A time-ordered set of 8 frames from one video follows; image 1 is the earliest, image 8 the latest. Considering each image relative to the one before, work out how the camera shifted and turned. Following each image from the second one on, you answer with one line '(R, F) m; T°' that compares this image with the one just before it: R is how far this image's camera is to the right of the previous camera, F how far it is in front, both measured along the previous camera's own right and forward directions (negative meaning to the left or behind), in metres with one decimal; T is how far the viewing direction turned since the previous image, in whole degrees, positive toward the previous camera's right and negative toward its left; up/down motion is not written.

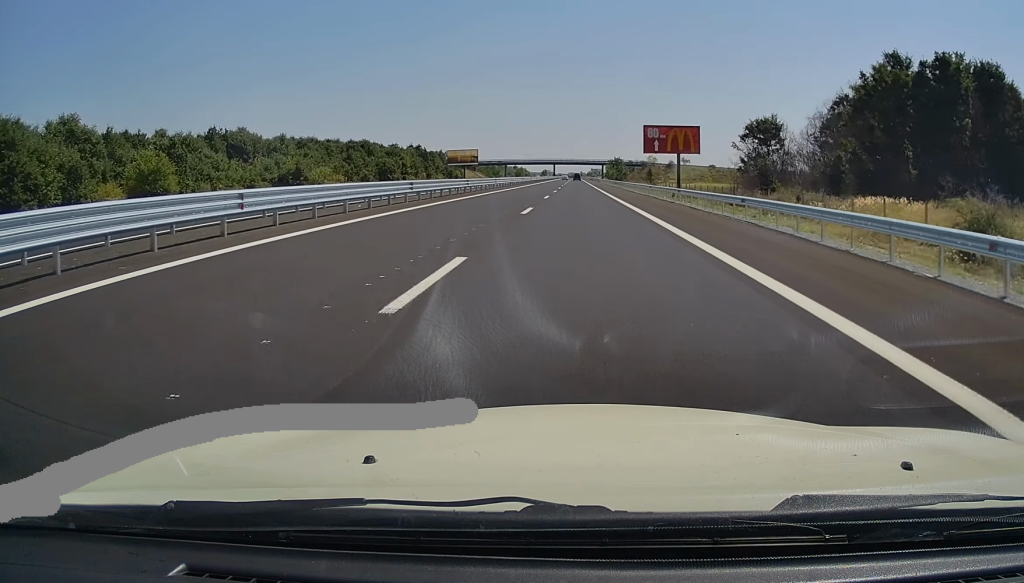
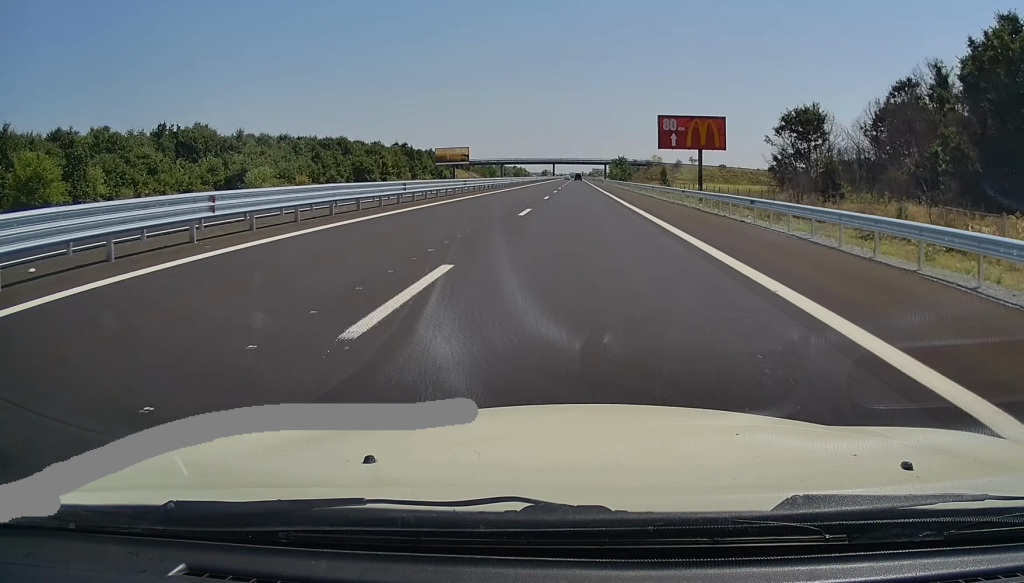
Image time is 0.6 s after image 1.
(+0.1, +17.2) m; 0°
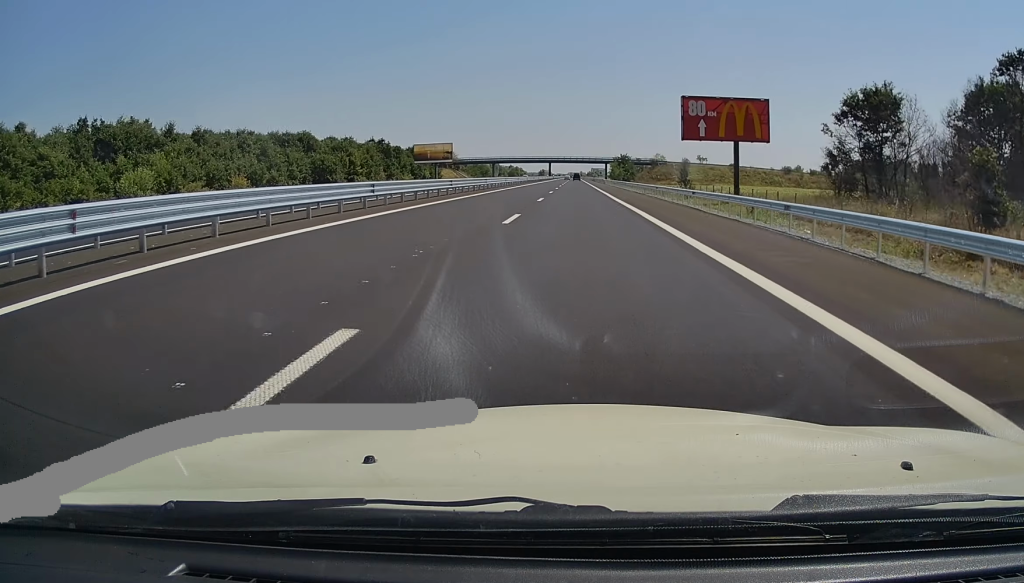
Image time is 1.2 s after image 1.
(+0.2, +20.2) m; +1°
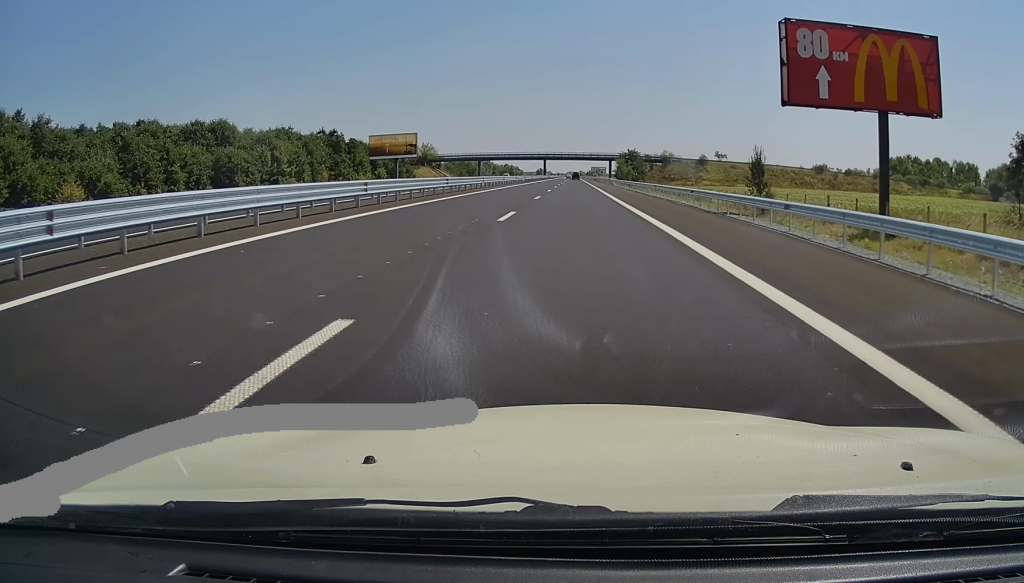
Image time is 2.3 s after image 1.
(0.0, +32.4) m; 0°
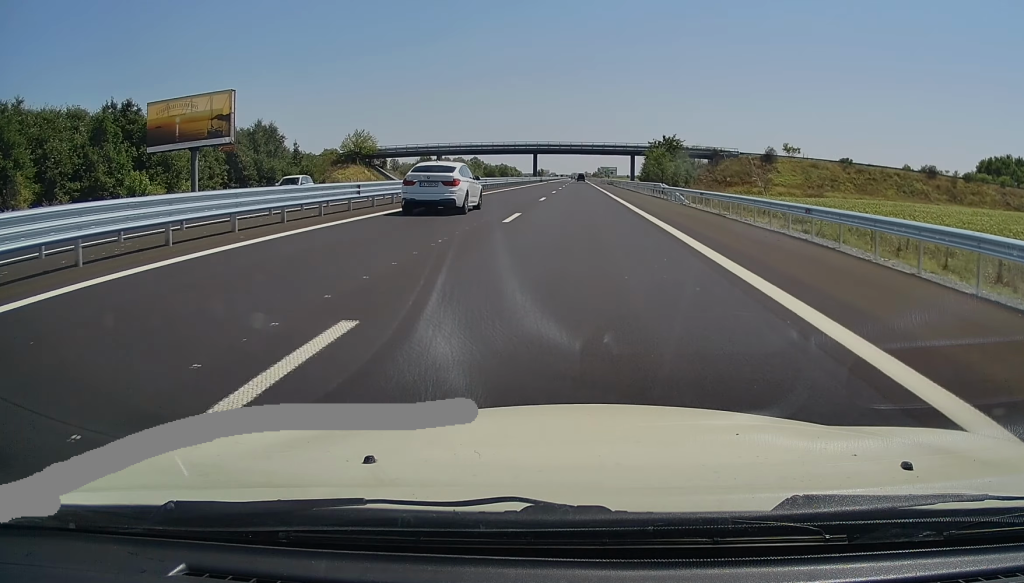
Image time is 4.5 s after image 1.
(-1.0, +65.3) m; -1°
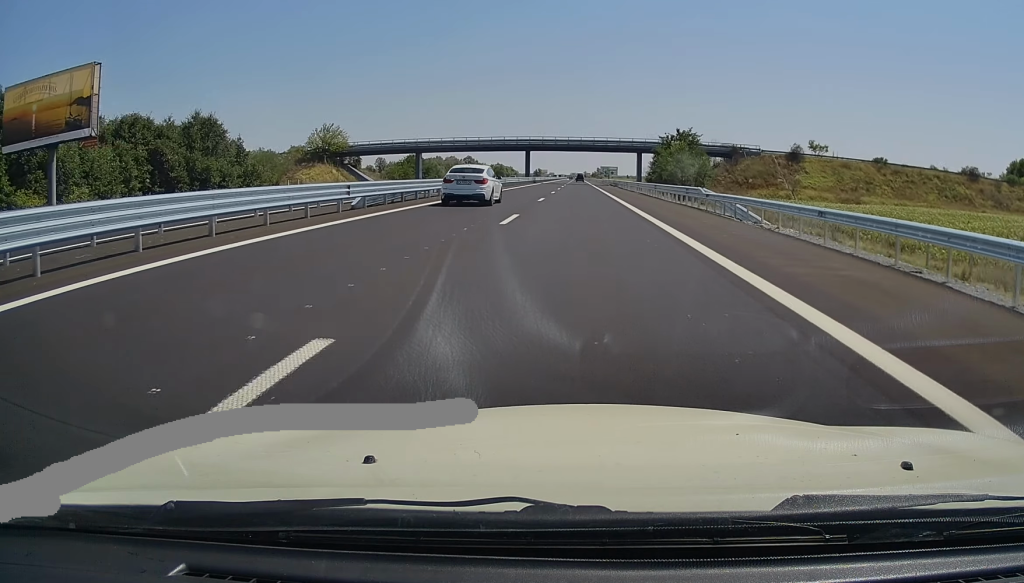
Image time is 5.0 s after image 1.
(+0.2, +17.0) m; 0°
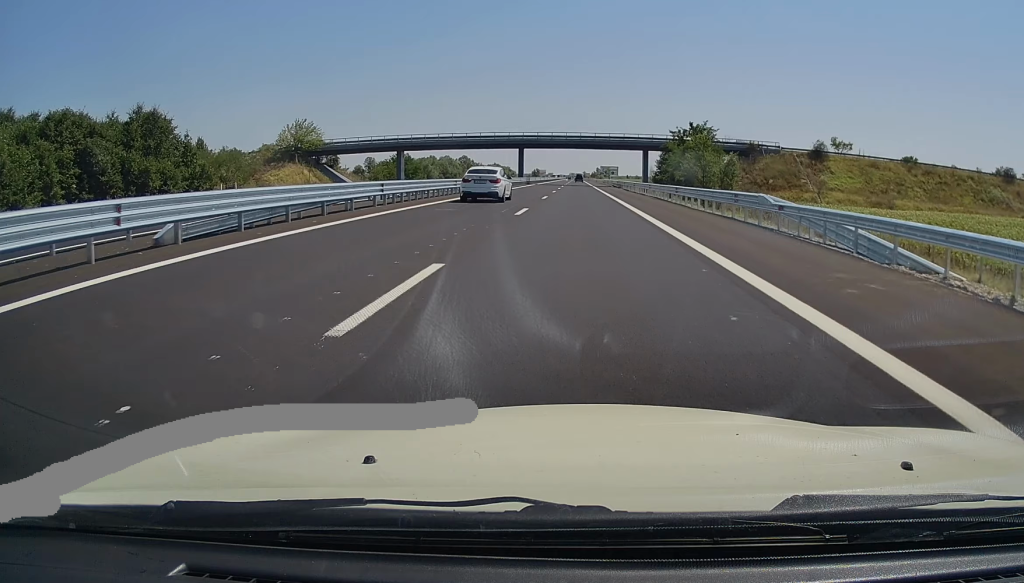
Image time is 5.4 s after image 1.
(0.0, +11.9) m; 0°
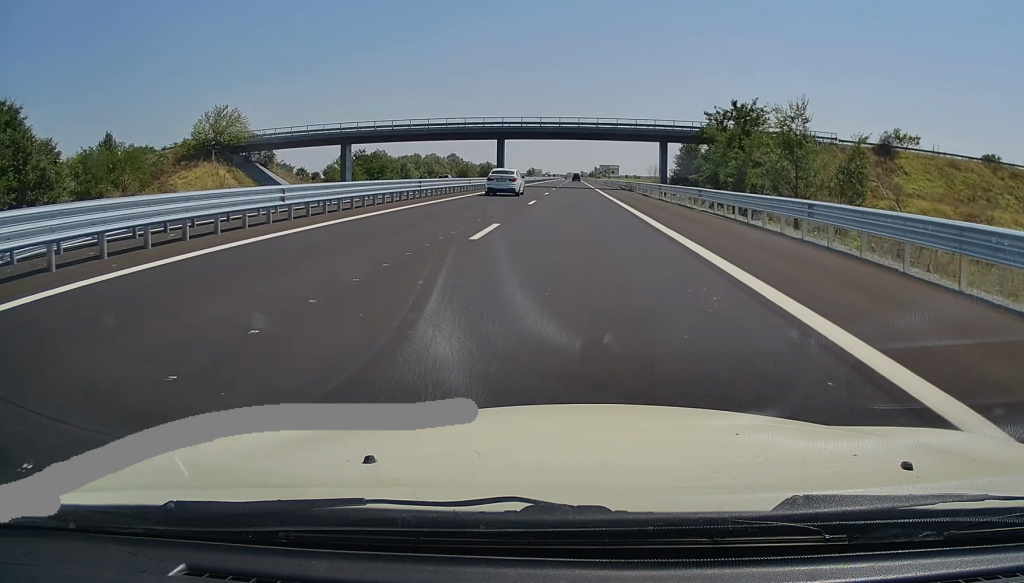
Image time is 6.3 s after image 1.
(0.0, +24.9) m; 0°
